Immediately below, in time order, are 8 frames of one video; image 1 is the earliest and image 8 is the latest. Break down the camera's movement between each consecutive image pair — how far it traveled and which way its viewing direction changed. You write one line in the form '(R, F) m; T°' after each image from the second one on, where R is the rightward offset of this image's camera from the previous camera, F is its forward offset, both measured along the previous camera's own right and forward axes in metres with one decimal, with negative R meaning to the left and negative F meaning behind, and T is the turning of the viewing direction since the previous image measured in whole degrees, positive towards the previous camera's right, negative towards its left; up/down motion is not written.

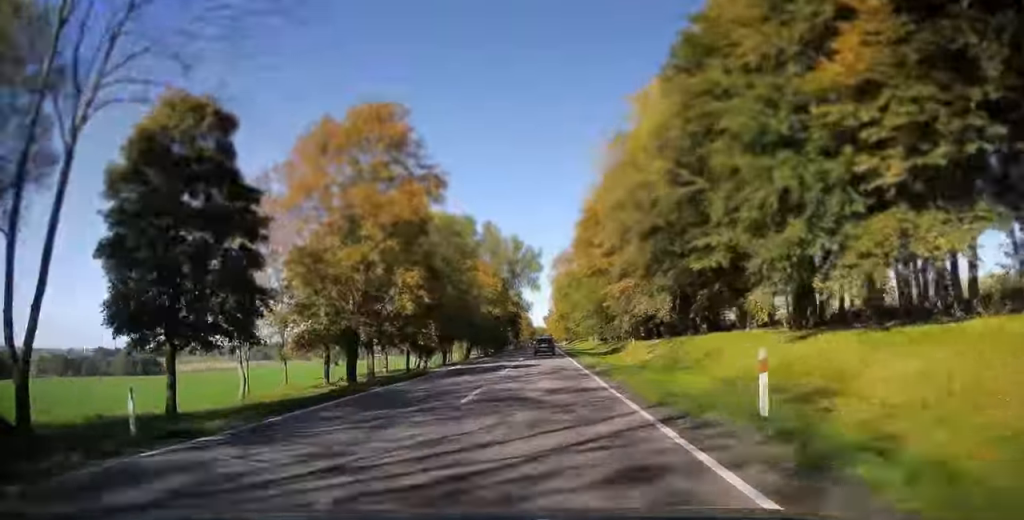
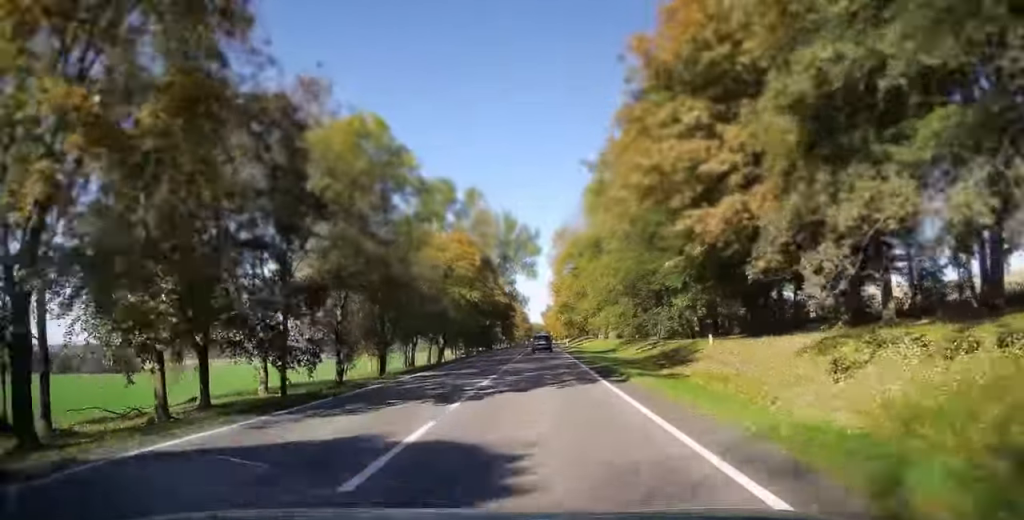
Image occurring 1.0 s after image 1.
(0.0, +25.9) m; 0°
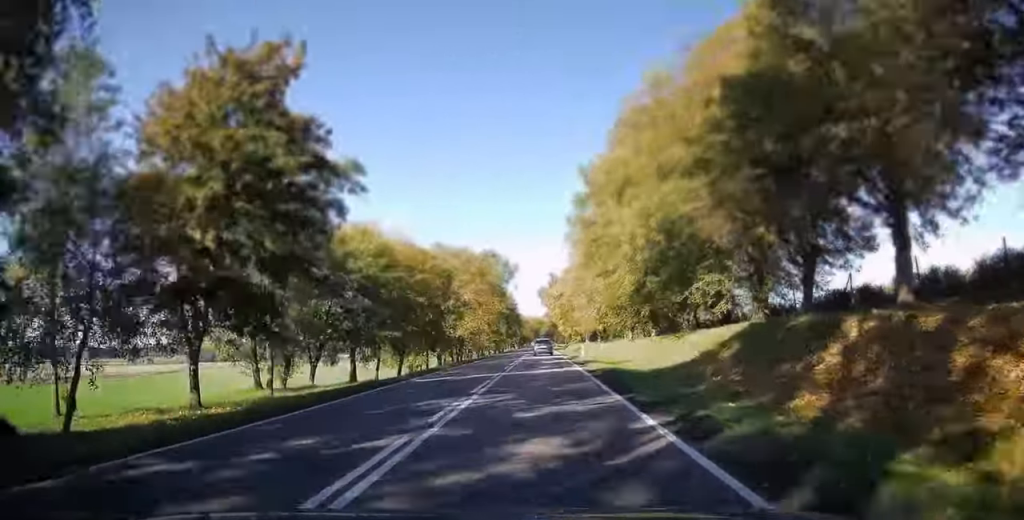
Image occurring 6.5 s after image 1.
(-0.5, +139.4) m; 0°
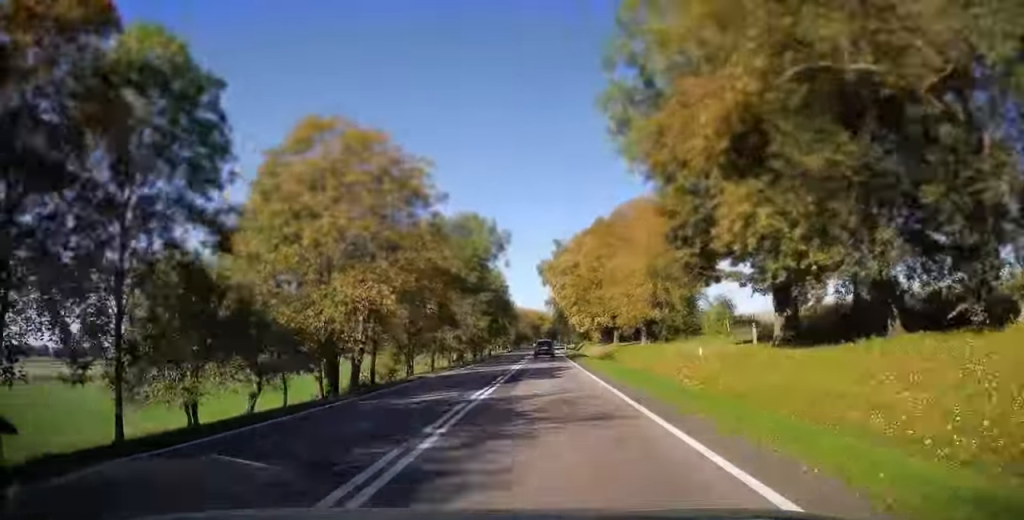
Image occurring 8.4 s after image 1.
(+0.1, +48.8) m; 0°
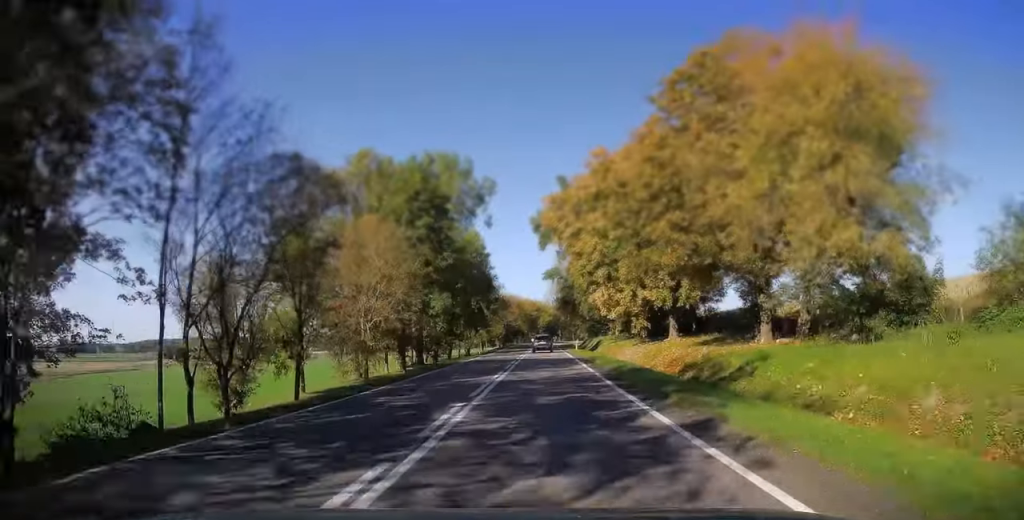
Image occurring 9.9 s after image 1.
(0.0, +36.3) m; 0°
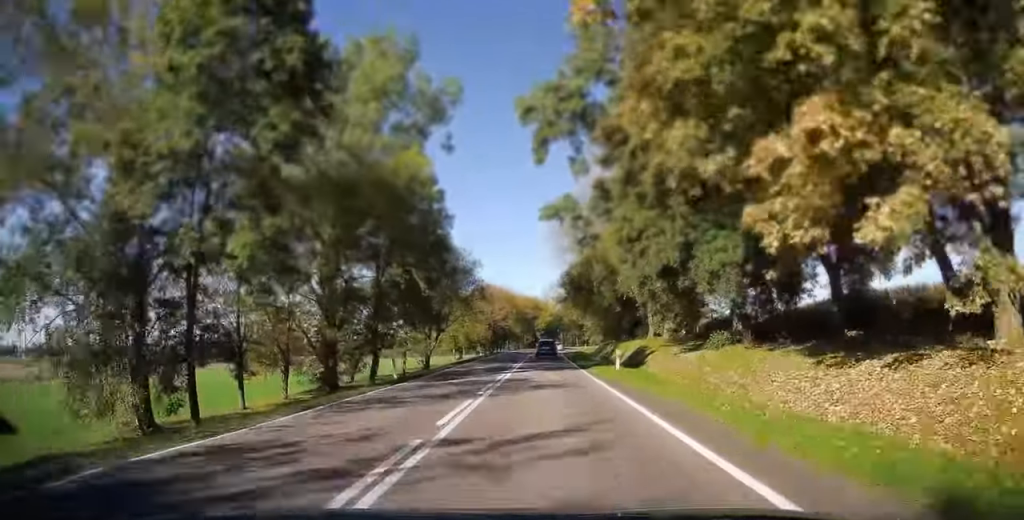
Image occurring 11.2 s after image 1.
(0.0, +33.7) m; +1°
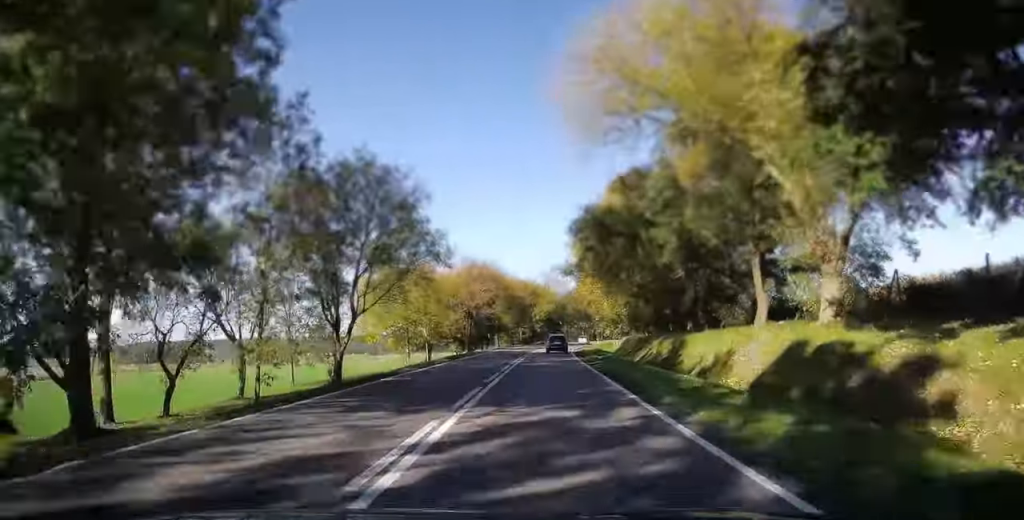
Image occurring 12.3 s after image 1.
(-0.3, +28.6) m; +1°
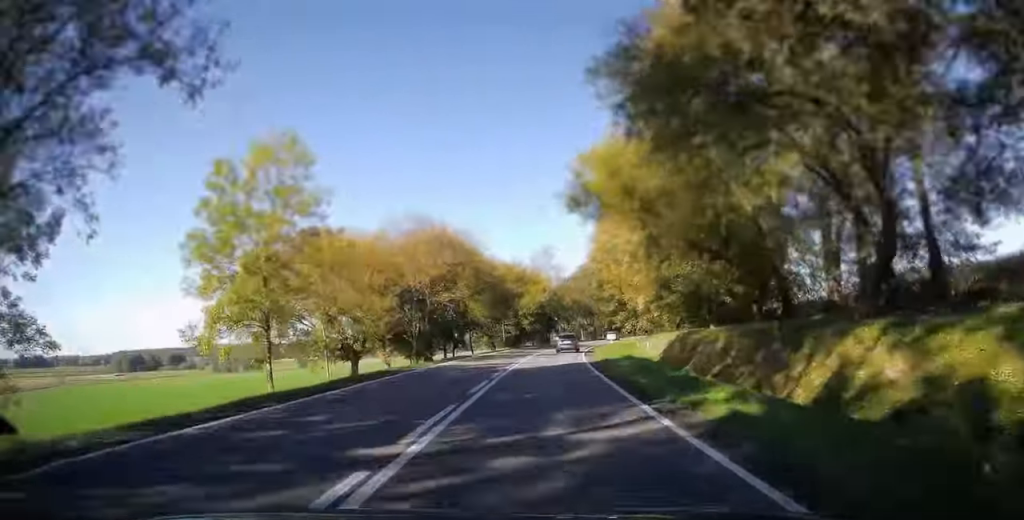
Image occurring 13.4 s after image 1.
(+0.7, +27.5) m; +1°
